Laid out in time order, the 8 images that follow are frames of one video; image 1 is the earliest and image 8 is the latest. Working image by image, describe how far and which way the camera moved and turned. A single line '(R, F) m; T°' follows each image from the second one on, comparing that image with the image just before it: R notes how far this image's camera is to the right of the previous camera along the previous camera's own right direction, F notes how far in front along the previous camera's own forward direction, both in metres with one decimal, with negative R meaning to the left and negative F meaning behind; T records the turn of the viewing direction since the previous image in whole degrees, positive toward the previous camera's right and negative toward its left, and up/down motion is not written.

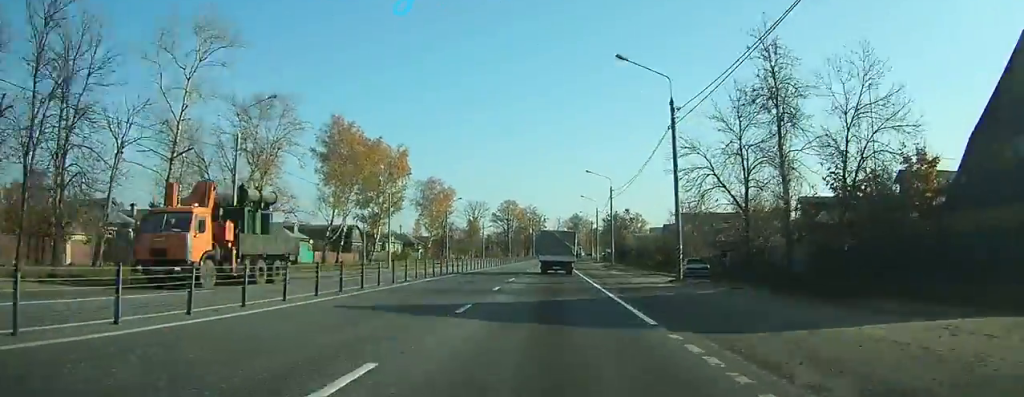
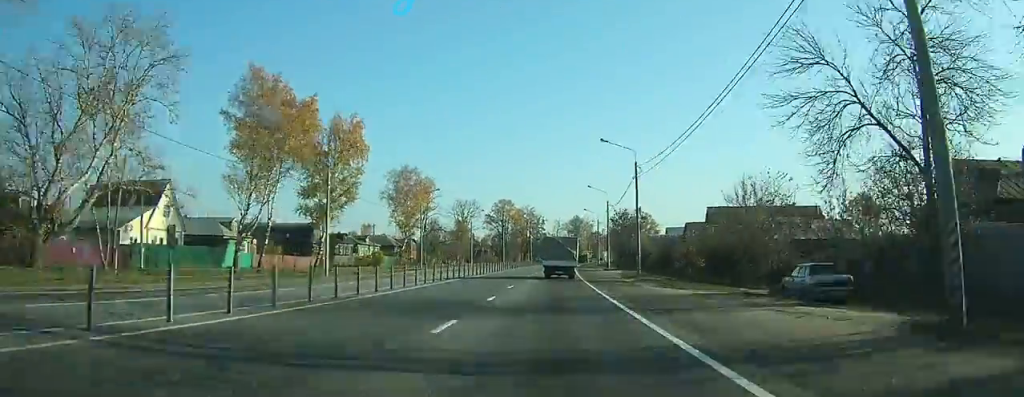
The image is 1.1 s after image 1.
(+0.1, +18.9) m; 0°
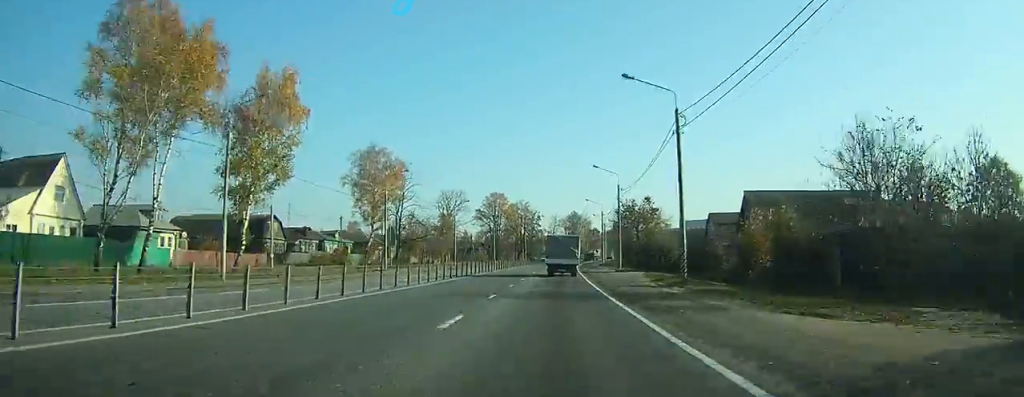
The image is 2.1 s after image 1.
(0.0, +15.5) m; 0°
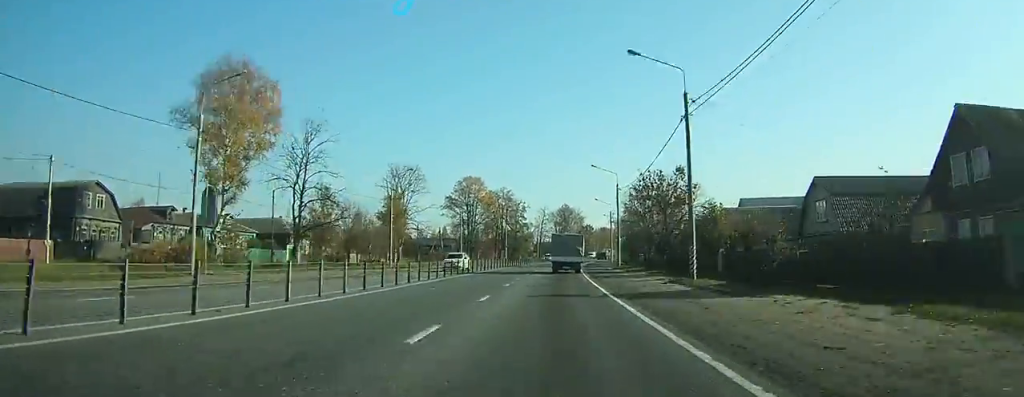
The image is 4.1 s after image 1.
(+0.2, +33.4) m; +1°
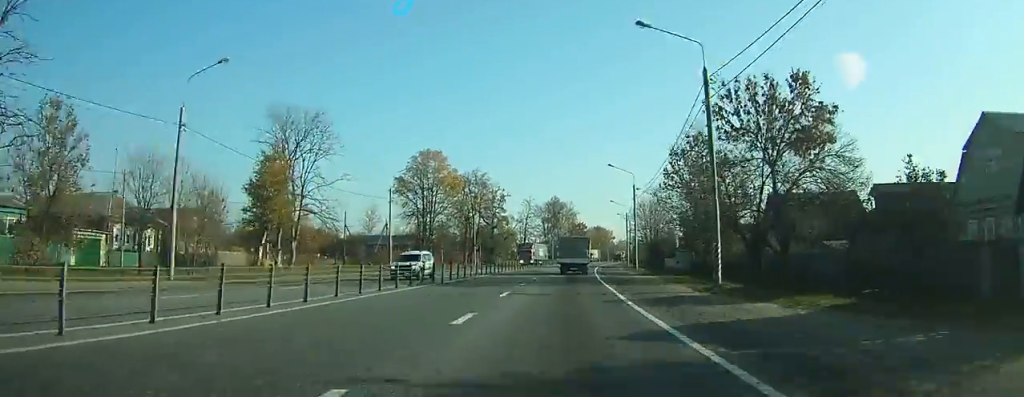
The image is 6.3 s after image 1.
(+0.4, +37.2) m; +1°
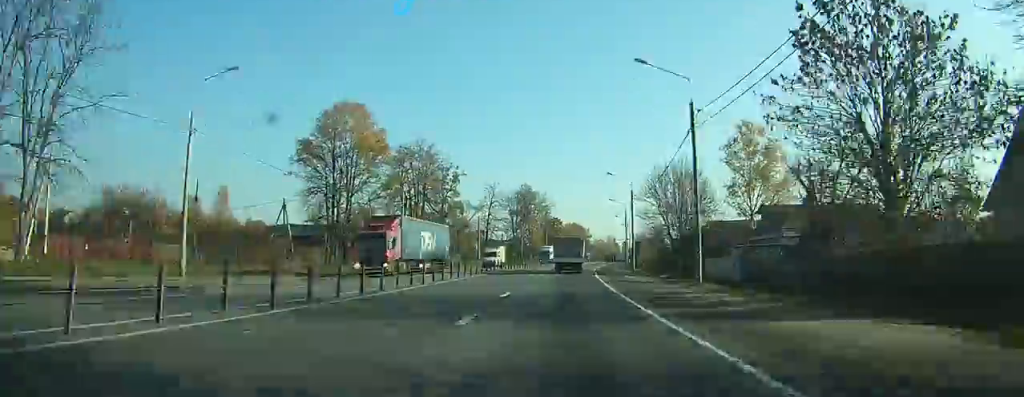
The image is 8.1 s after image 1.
(+0.3, +32.1) m; +2°
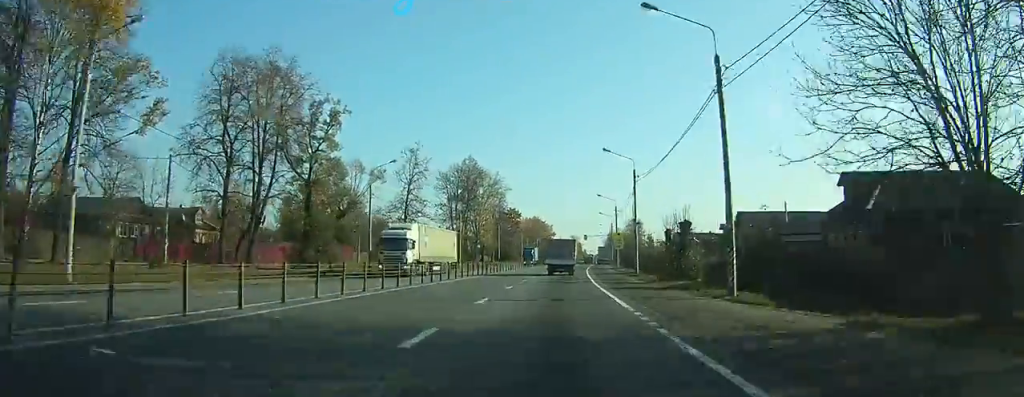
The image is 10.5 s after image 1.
(+1.5, +42.1) m; +4°
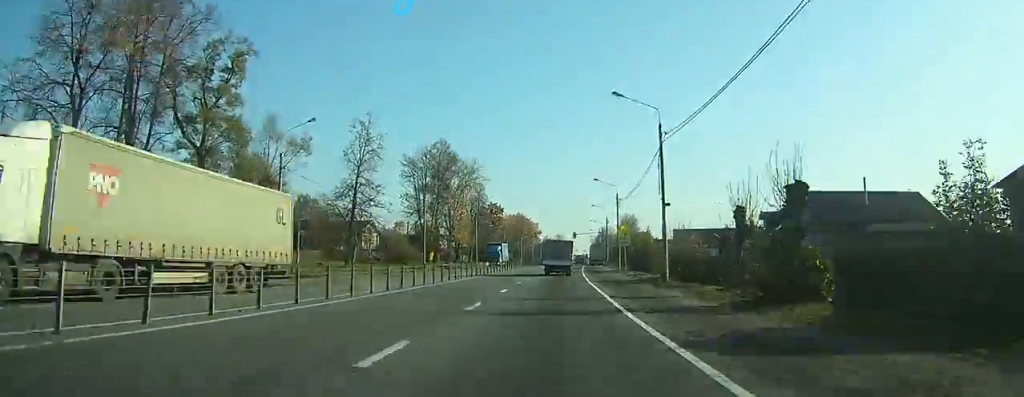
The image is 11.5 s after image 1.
(+0.1, +16.6) m; +2°
